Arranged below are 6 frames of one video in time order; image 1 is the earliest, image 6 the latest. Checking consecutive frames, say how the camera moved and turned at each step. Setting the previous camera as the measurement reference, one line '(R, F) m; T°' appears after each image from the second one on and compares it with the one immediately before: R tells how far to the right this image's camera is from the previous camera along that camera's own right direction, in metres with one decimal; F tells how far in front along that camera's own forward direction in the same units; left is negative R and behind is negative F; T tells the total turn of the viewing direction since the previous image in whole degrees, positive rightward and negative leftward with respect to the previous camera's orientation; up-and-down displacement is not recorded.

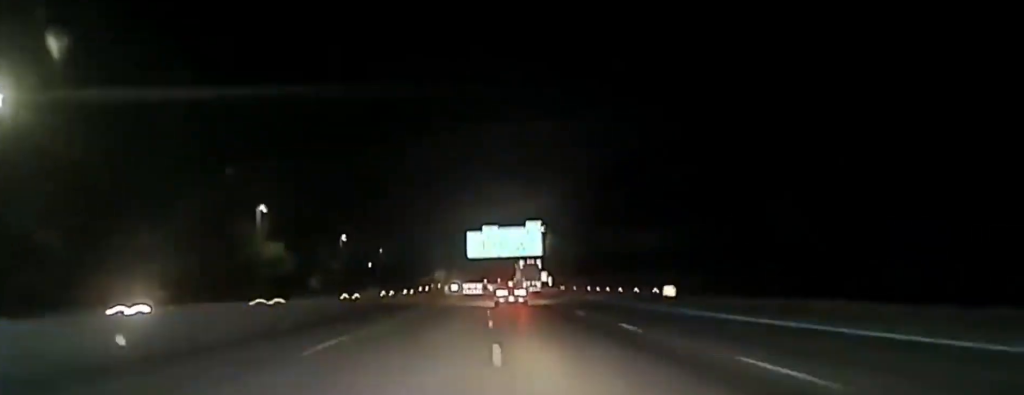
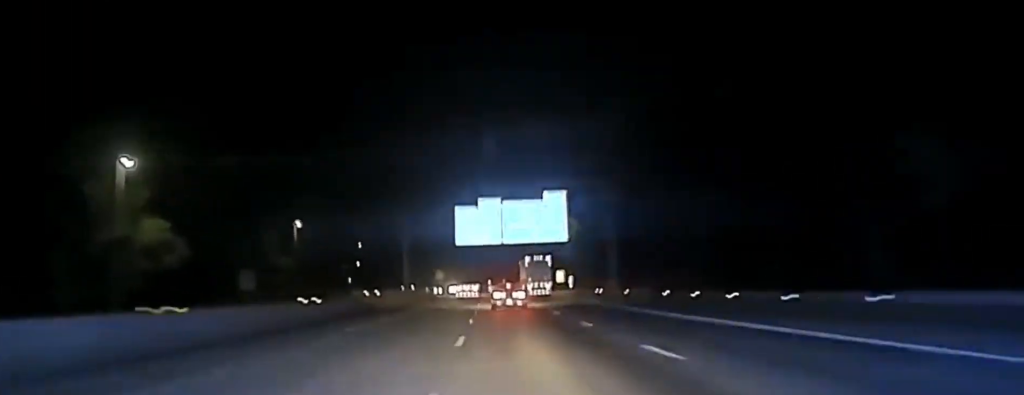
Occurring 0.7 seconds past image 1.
(-0.1, +43.7) m; 0°
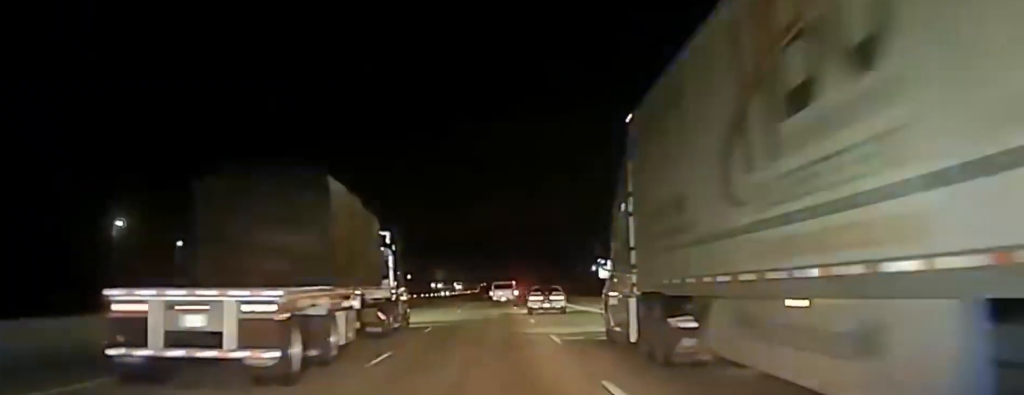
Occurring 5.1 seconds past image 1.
(-1.3, +221.3) m; 0°
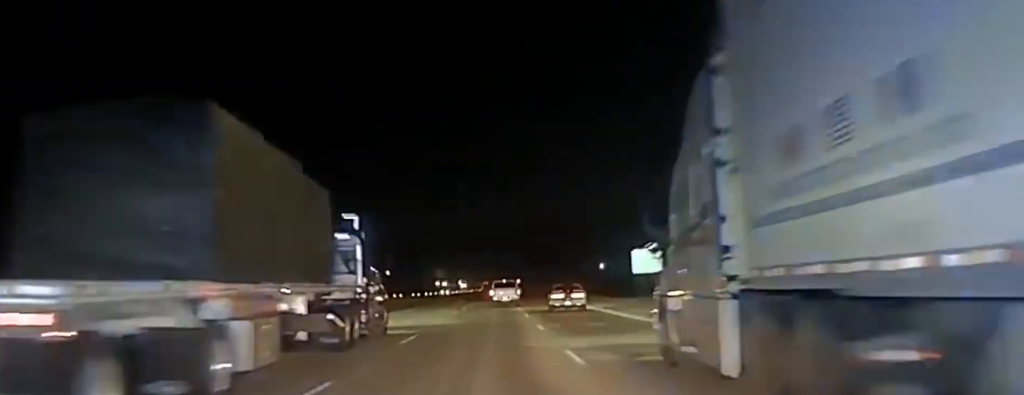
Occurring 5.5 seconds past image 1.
(-0.1, +19.6) m; 0°
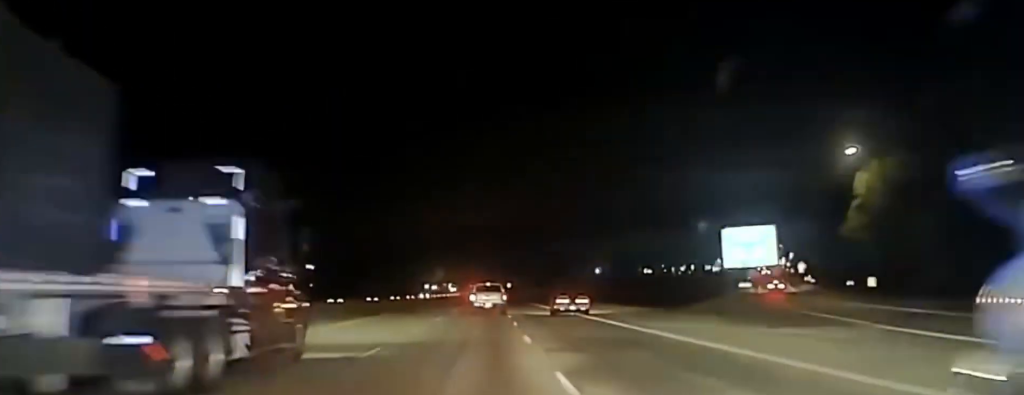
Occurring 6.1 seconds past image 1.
(+0.3, +27.4) m; +1°
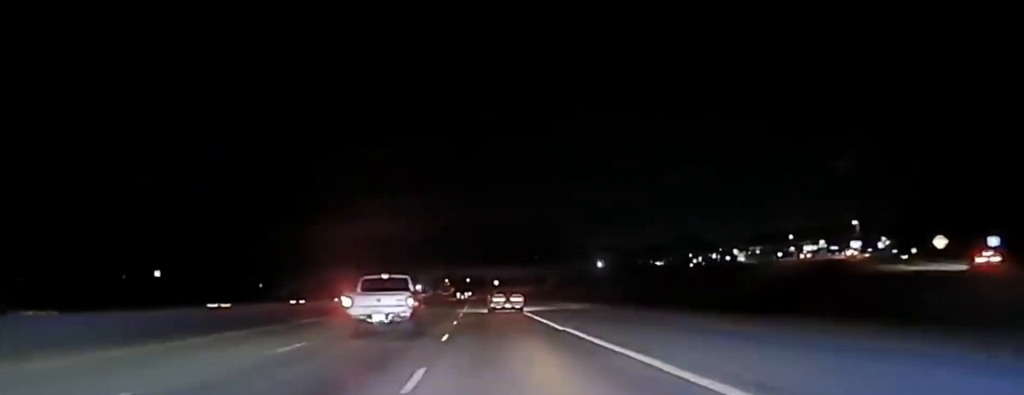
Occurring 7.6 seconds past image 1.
(+0.6, +69.2) m; 0°
